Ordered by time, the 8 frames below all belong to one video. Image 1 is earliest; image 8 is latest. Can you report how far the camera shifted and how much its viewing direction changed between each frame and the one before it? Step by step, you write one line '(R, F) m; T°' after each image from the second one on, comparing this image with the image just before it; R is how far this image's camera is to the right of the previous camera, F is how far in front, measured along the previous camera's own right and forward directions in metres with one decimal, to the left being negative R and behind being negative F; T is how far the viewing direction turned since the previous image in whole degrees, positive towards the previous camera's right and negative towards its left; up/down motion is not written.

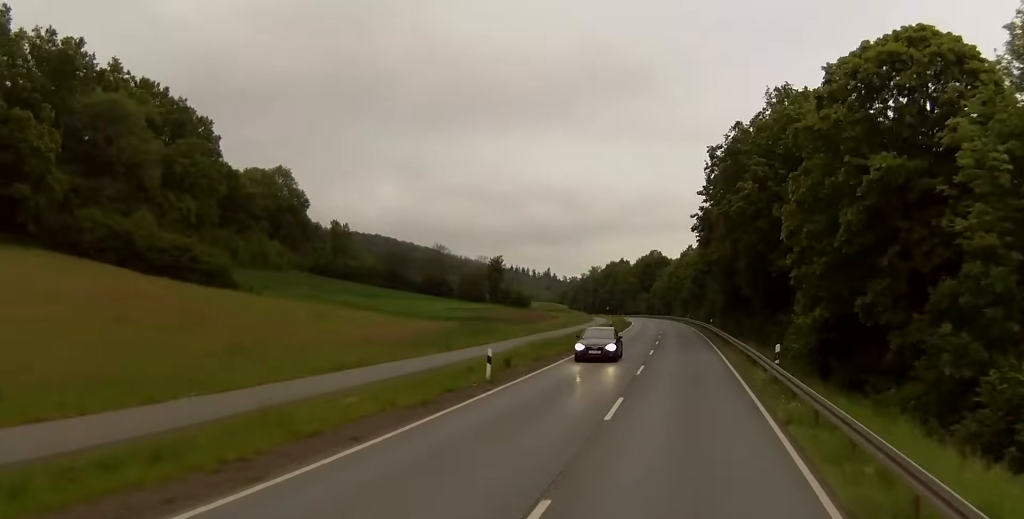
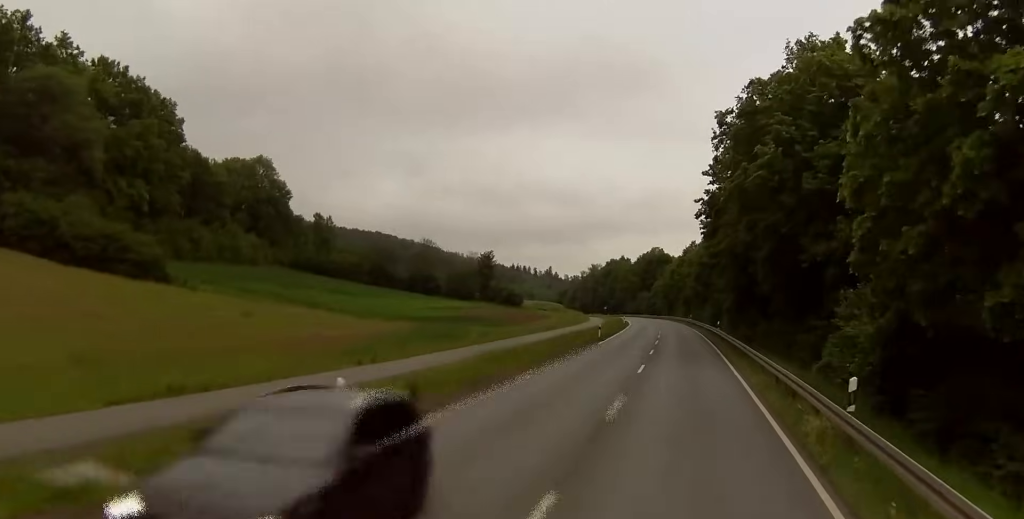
(0.0, +11.6) m; 0°
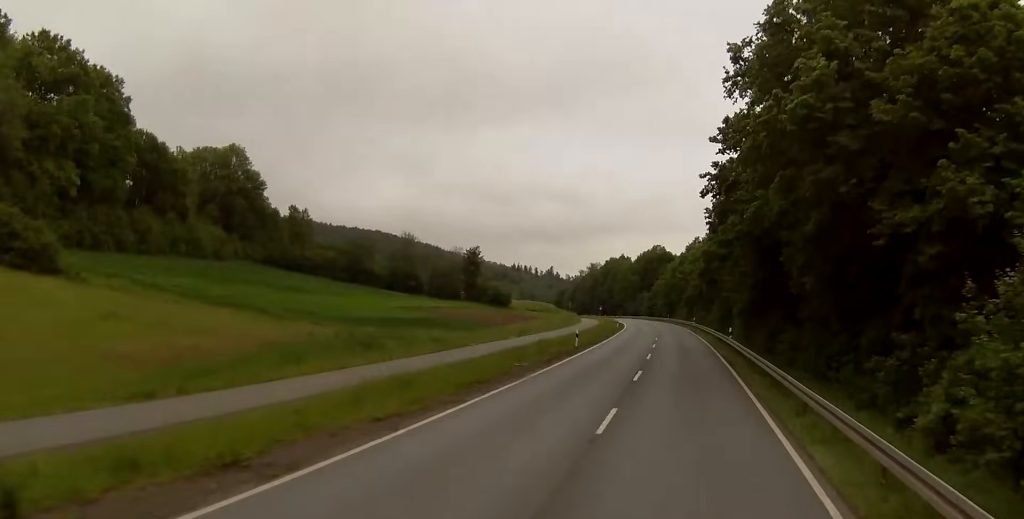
(0.0, +13.7) m; 0°
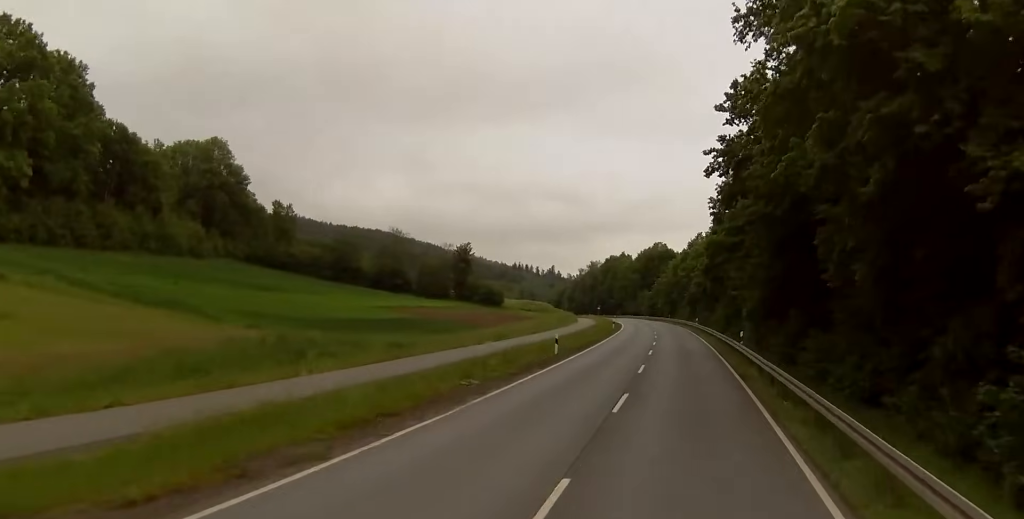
(0.0, +7.7) m; 0°
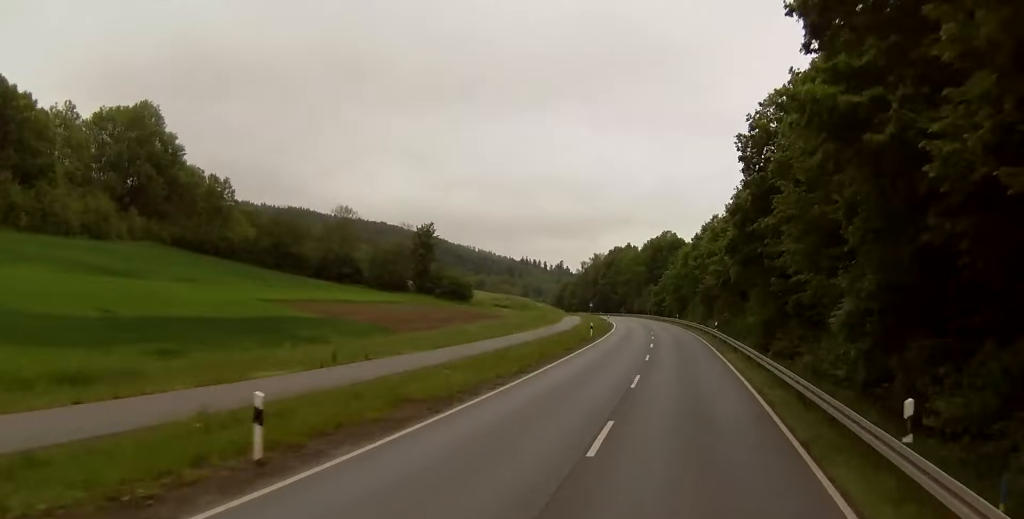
(-0.1, +24.5) m; 0°
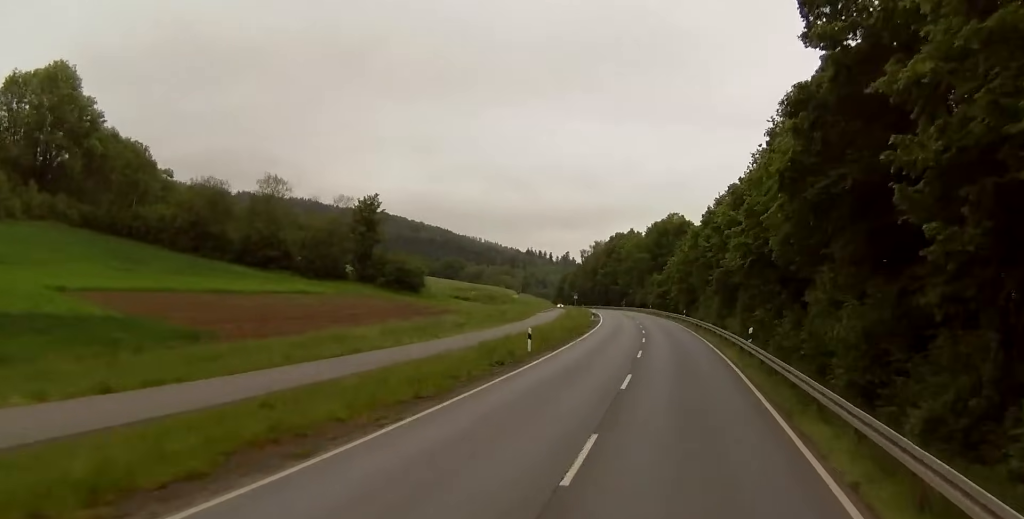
(0.0, +18.7) m; -1°
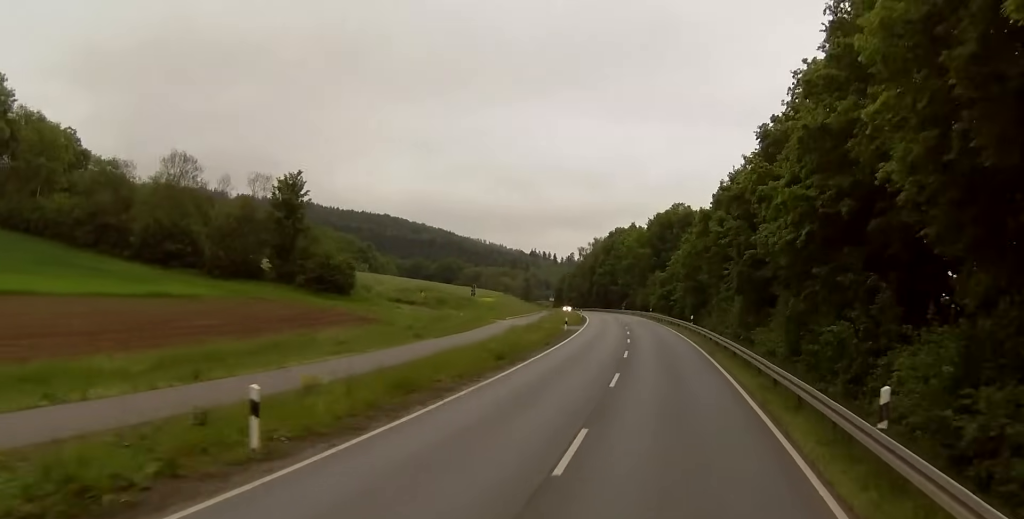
(-0.2, +17.5) m; -1°
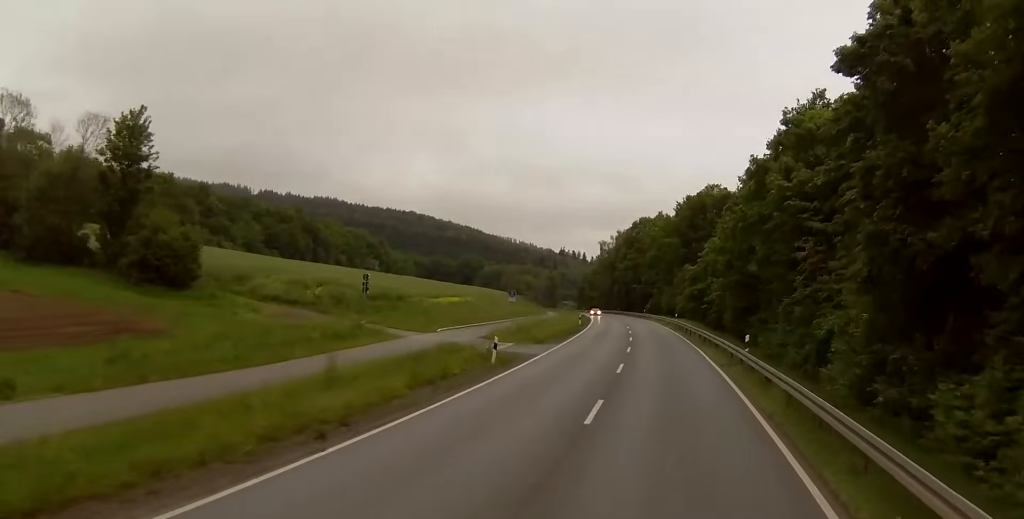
(-0.1, +27.6) m; -1°
